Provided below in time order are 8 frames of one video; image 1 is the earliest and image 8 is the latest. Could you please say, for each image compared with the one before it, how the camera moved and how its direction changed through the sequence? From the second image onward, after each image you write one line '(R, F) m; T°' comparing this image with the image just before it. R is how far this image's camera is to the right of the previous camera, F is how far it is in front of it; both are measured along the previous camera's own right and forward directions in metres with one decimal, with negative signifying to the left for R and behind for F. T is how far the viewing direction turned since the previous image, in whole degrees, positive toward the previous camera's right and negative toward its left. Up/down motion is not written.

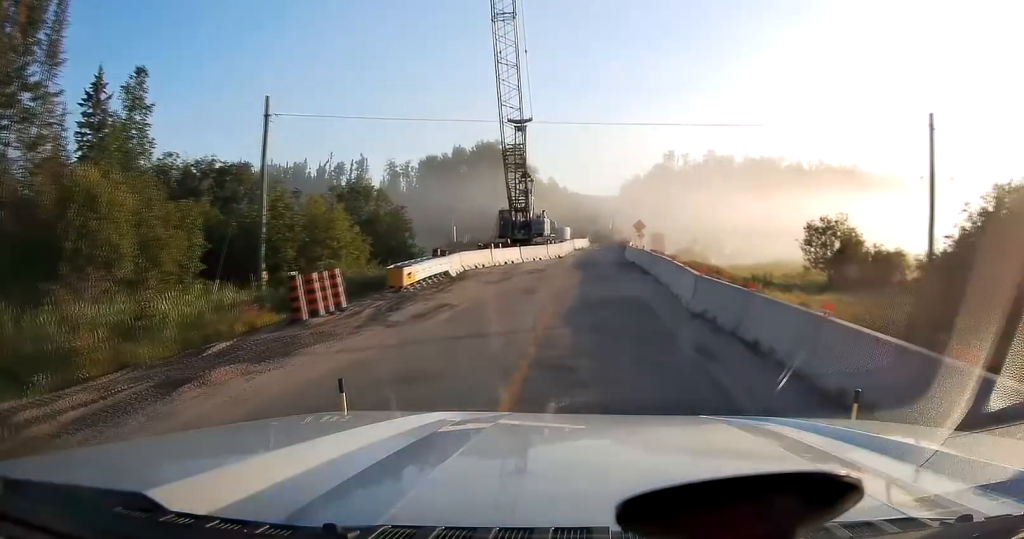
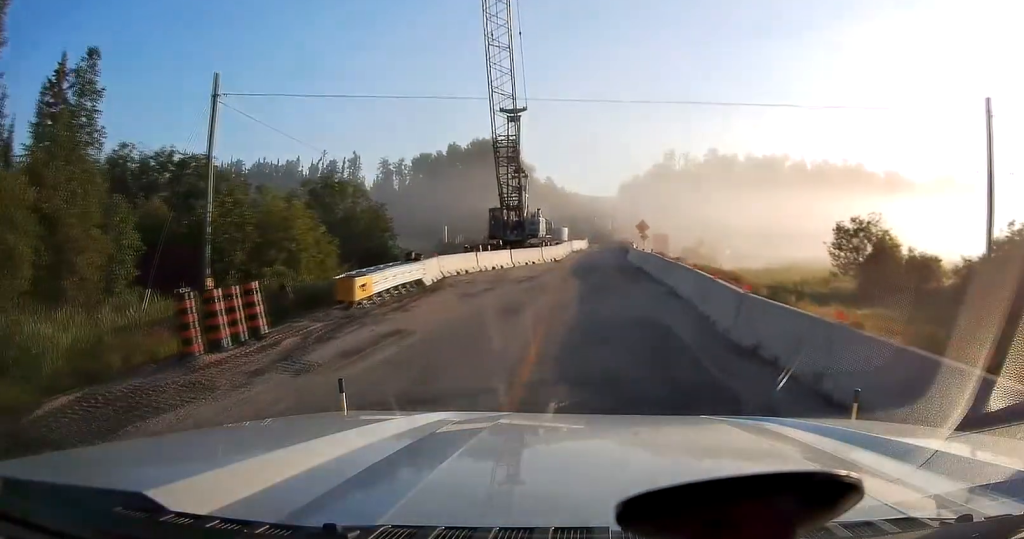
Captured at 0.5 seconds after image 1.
(0.0, +4.0) m; 0°
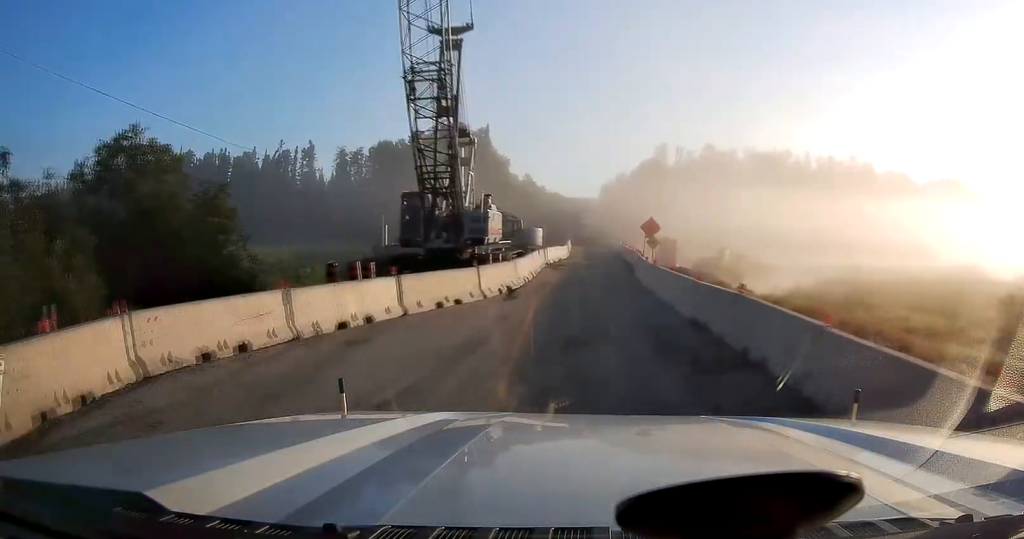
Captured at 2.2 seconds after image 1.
(+0.3, +17.4) m; +4°
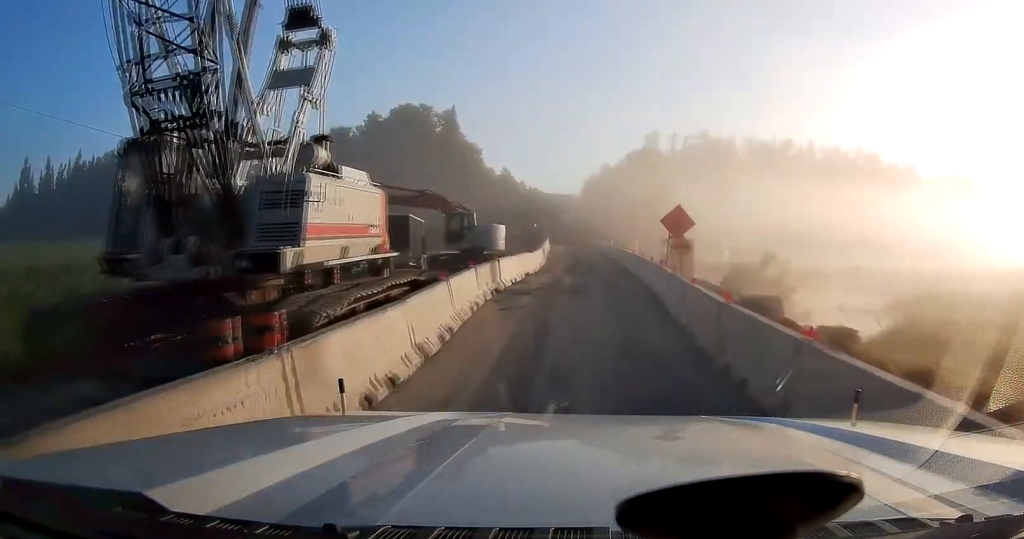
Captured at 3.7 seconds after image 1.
(+0.2, +16.5) m; 0°
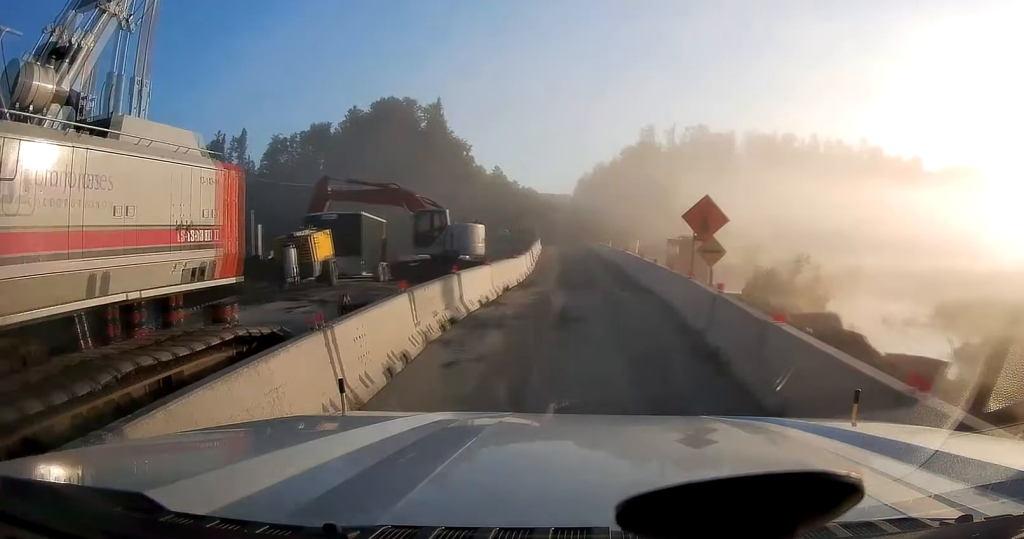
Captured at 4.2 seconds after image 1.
(-0.1, +6.4) m; 0°
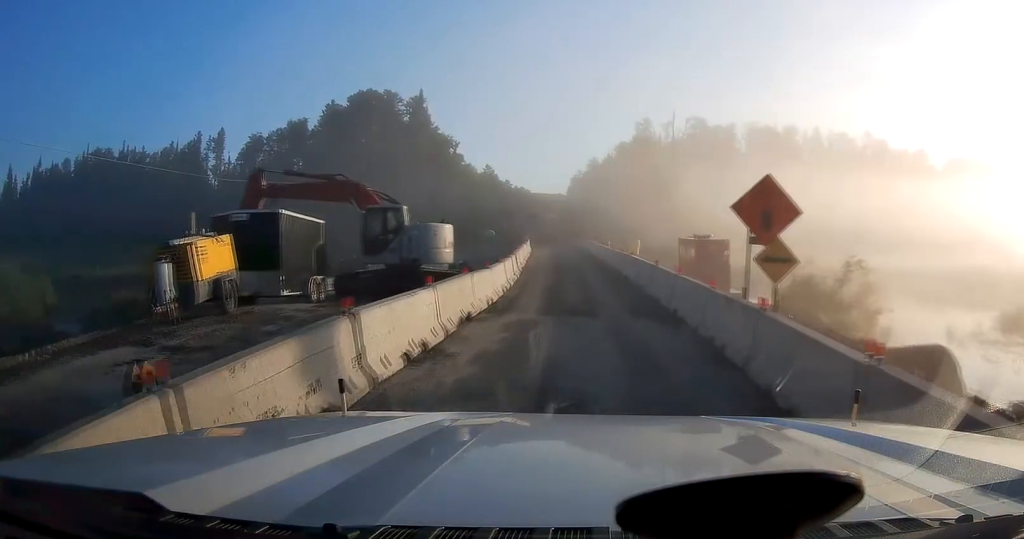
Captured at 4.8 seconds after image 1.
(+0.1, +6.9) m; 0°
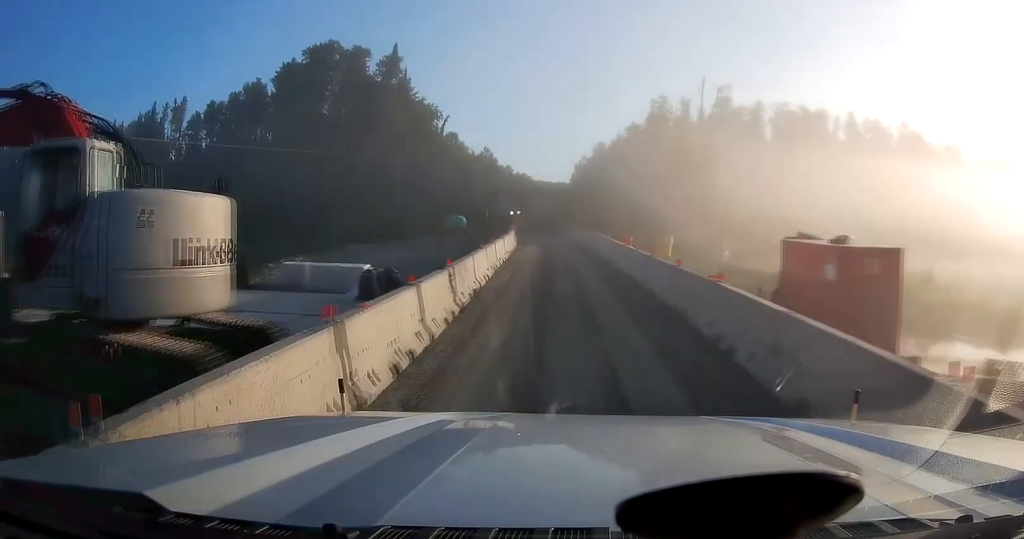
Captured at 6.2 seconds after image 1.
(-0.1, +17.5) m; -1°
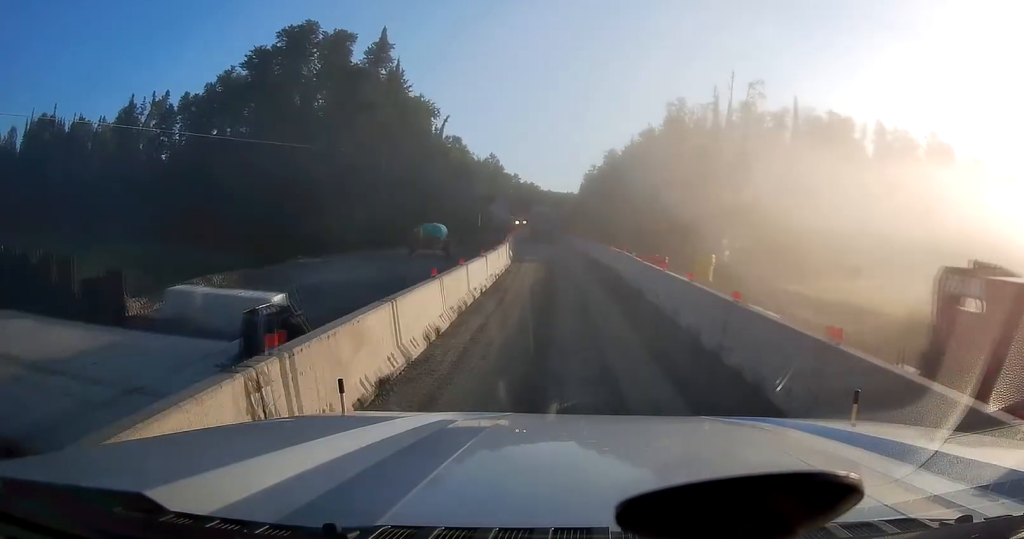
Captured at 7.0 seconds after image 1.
(0.0, +9.3) m; 0°
